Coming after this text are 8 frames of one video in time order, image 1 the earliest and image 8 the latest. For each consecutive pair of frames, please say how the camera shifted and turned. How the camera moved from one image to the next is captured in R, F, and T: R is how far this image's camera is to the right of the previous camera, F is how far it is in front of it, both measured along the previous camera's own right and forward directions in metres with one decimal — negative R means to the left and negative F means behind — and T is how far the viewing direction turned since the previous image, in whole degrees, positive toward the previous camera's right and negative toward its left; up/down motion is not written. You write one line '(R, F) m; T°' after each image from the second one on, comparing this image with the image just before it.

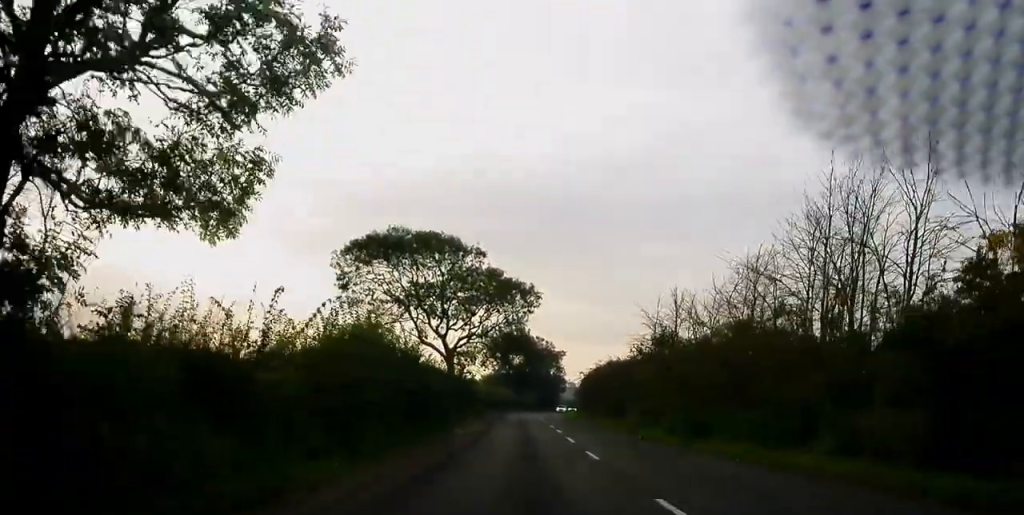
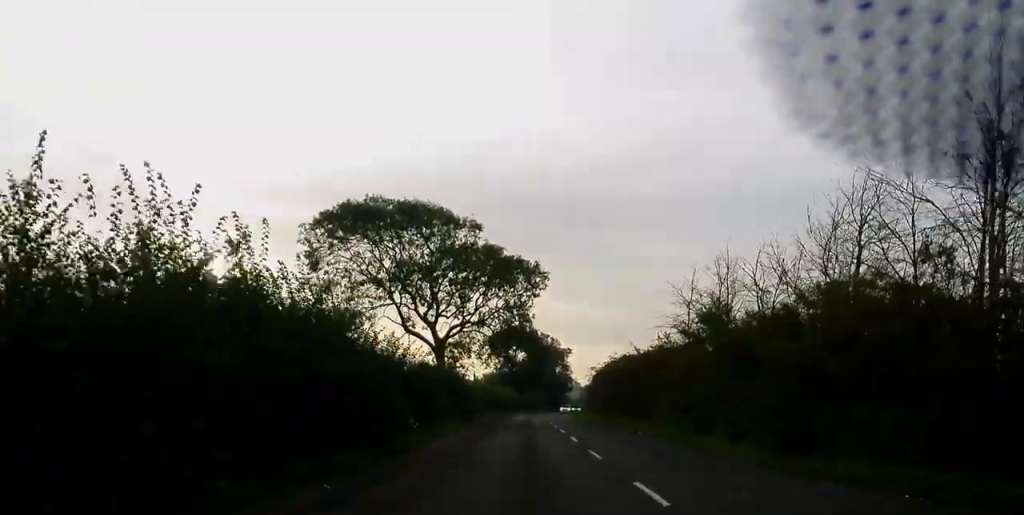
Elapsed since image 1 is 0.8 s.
(+0.2, +9.5) m; 0°
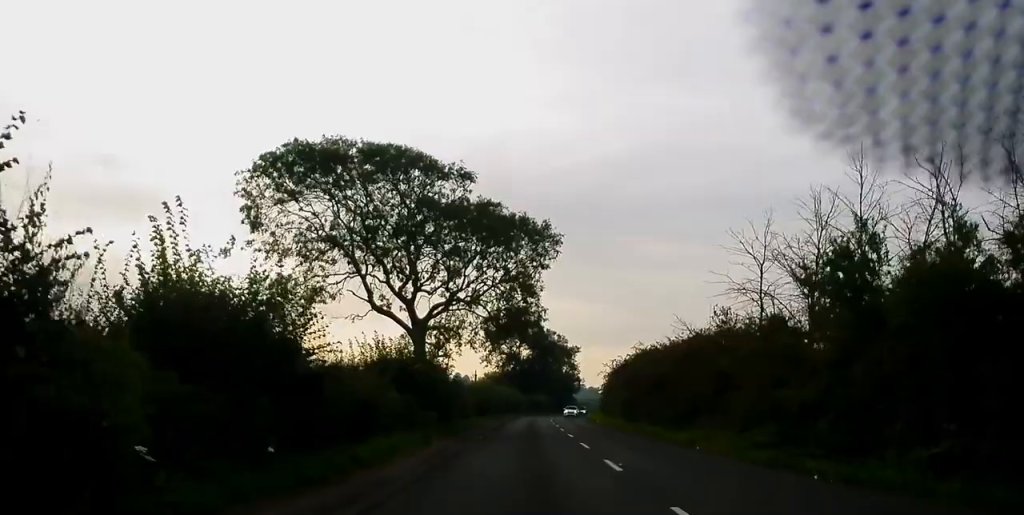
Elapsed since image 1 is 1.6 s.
(-0.1, +11.9) m; -1°
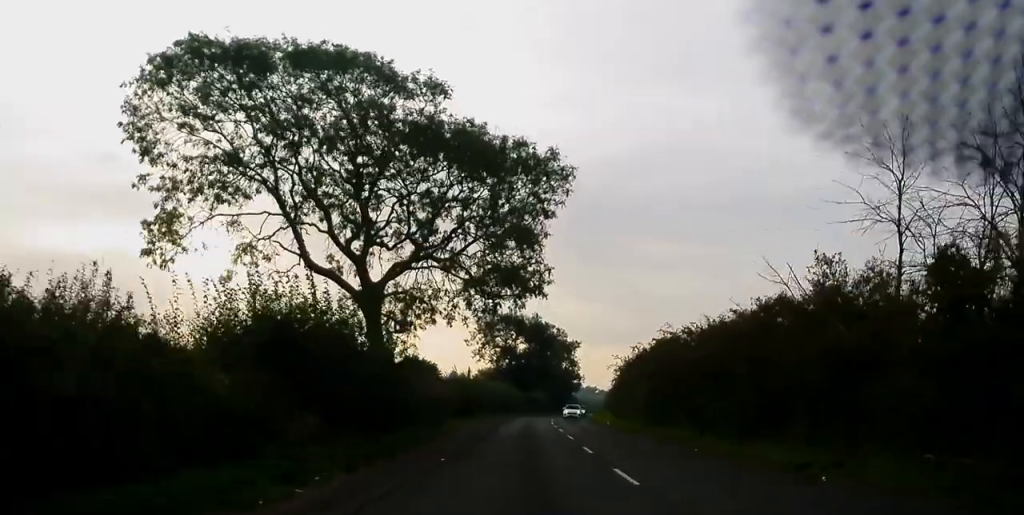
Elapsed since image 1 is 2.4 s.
(-0.2, +11.4) m; -1°
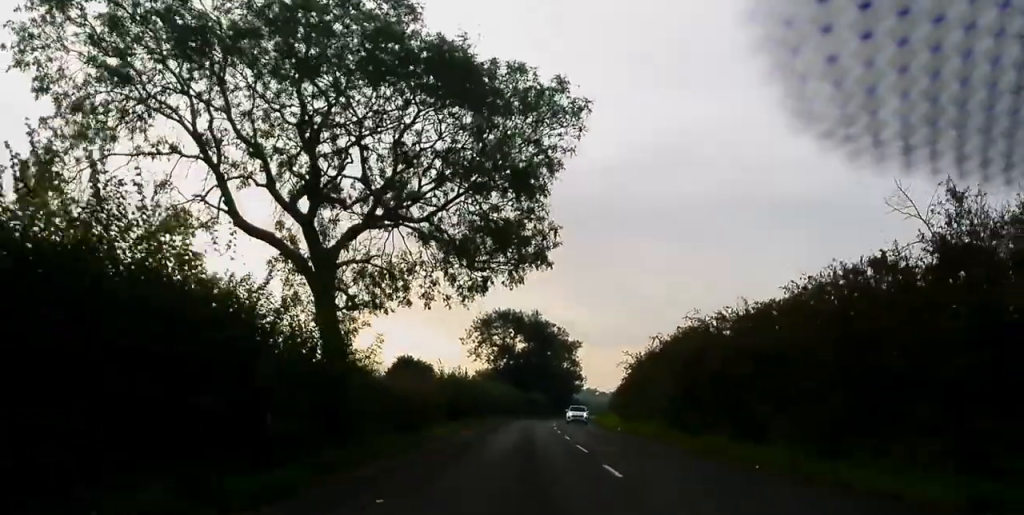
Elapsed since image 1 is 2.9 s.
(0.0, +6.8) m; 0°
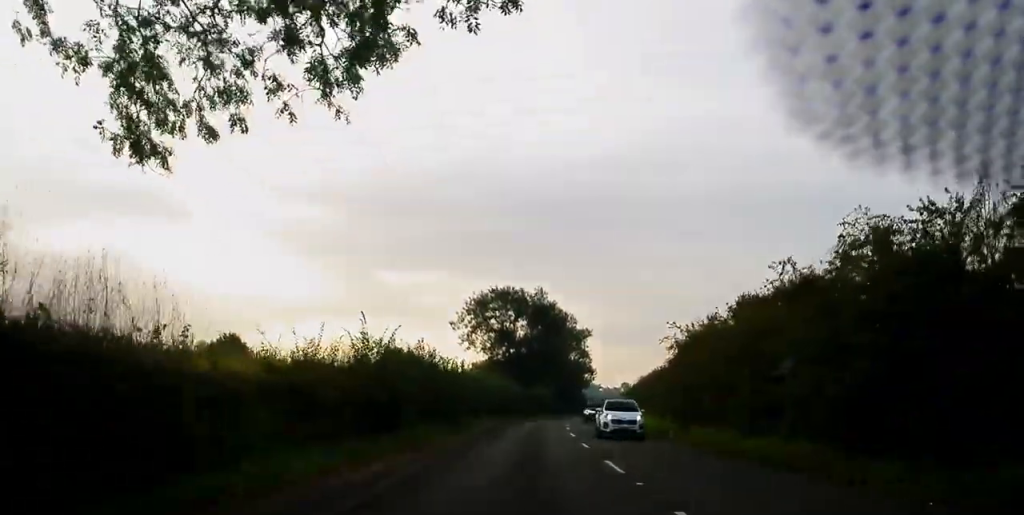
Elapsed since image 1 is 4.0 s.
(+0.1, +17.1) m; 0°
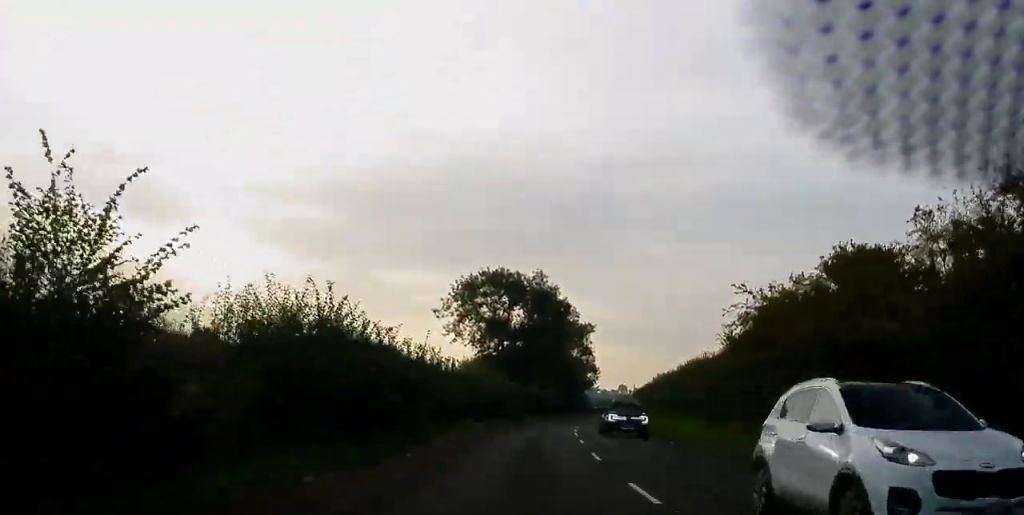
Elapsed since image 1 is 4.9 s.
(+0.1, +13.2) m; 0°
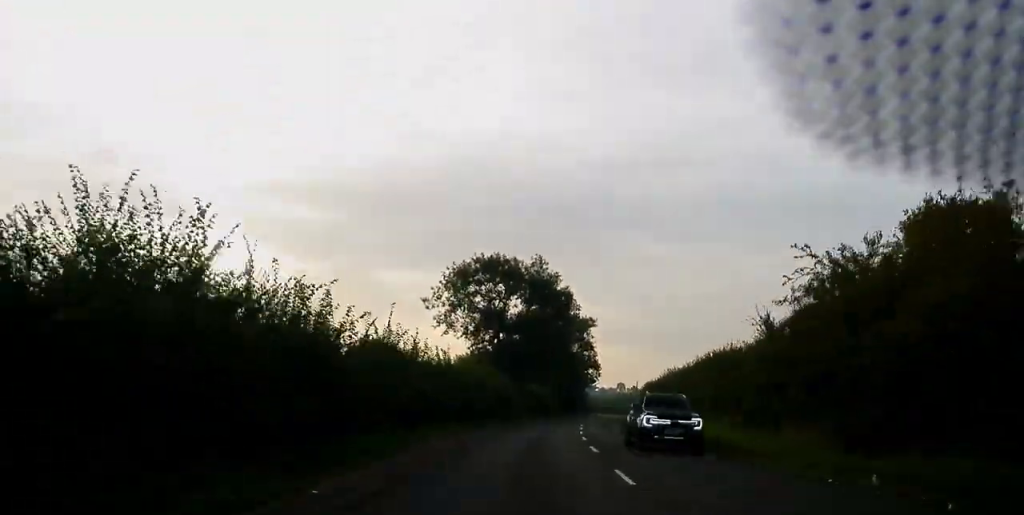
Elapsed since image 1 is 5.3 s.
(-0.1, +6.4) m; +1°
